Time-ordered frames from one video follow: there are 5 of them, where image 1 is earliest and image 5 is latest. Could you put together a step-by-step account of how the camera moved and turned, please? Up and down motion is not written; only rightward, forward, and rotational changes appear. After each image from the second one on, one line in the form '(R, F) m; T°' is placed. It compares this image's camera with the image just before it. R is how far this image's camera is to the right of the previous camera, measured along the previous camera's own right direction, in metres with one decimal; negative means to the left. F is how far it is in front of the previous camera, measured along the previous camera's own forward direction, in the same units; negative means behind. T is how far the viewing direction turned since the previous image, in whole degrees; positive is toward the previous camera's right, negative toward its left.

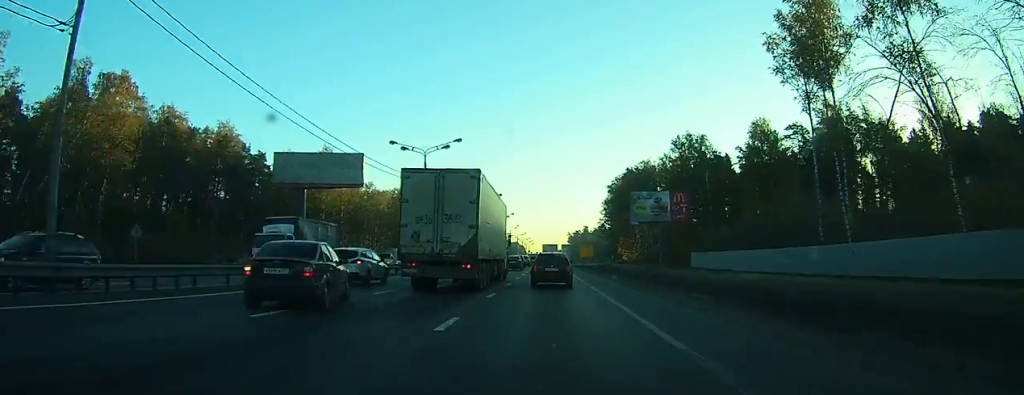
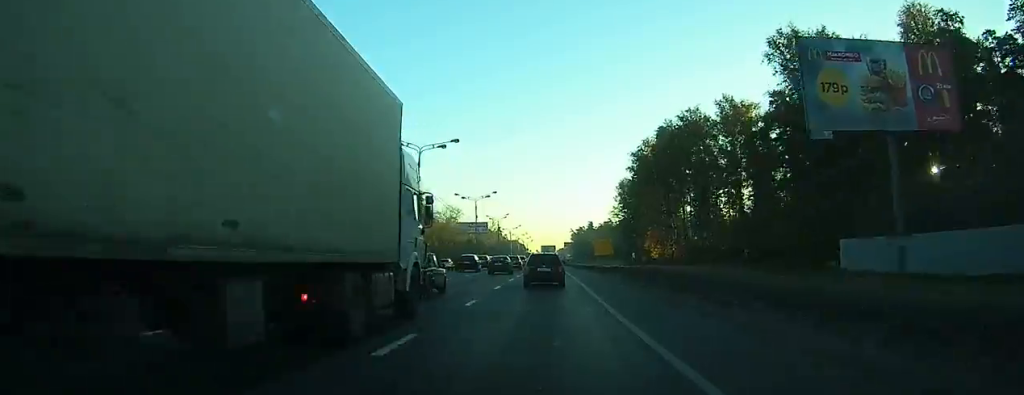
(-0.8, +44.8) m; -2°
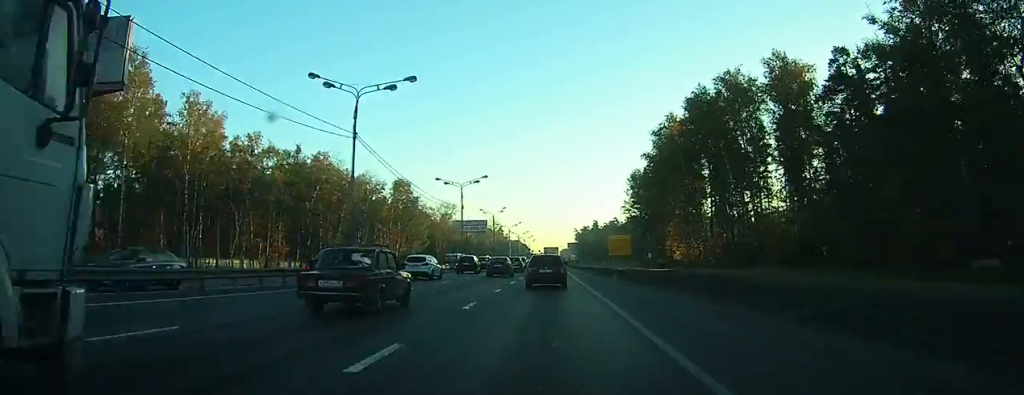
(+0.1, +16.1) m; +1°
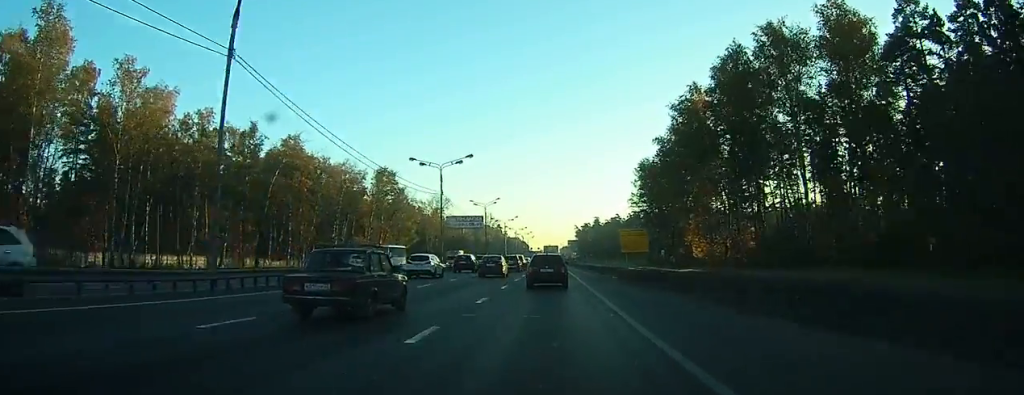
(+0.1, +12.4) m; +1°
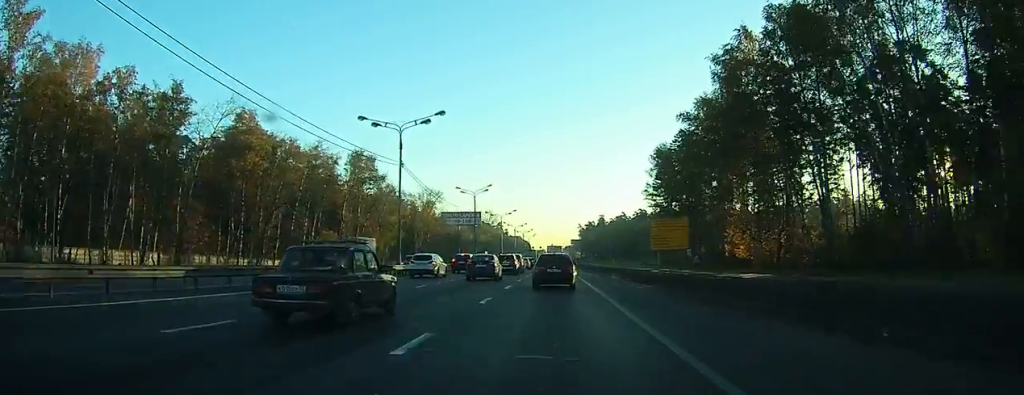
(0.0, +17.4) m; 0°
